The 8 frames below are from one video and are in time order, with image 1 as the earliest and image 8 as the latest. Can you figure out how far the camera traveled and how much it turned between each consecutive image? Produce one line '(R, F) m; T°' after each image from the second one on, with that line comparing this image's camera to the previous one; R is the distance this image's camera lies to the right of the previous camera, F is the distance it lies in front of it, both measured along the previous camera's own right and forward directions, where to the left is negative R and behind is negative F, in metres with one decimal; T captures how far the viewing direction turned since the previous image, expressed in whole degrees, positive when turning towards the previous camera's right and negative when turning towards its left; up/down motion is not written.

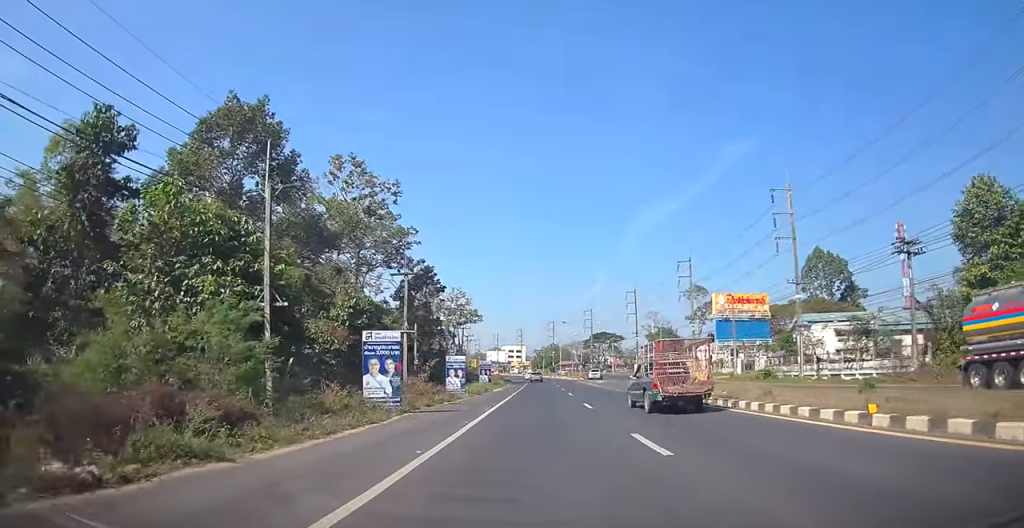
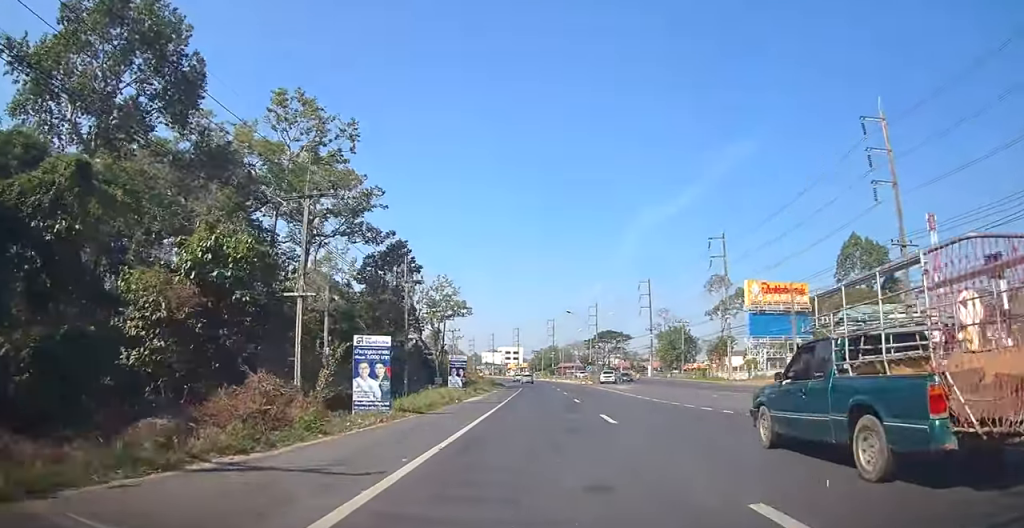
(+0.3, +17.2) m; 0°
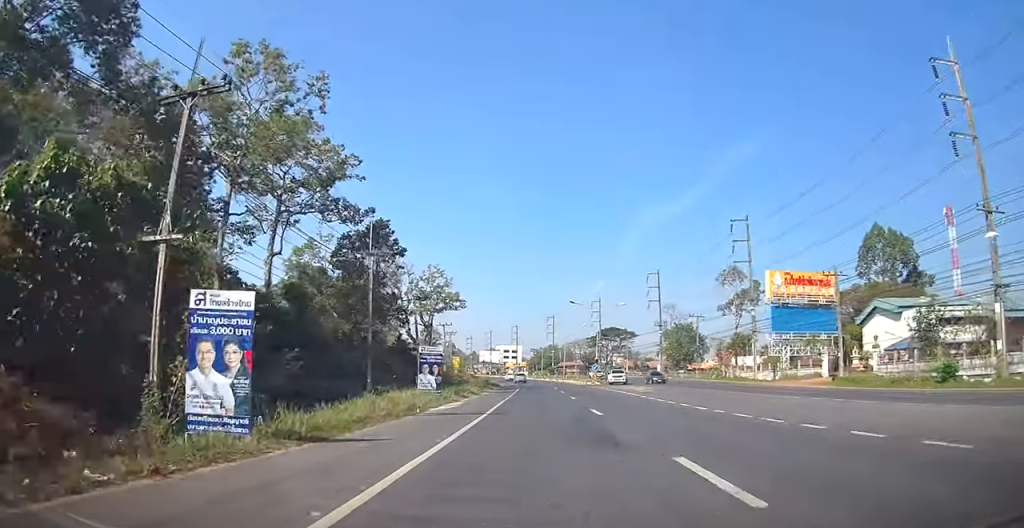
(-0.2, +8.5) m; 0°
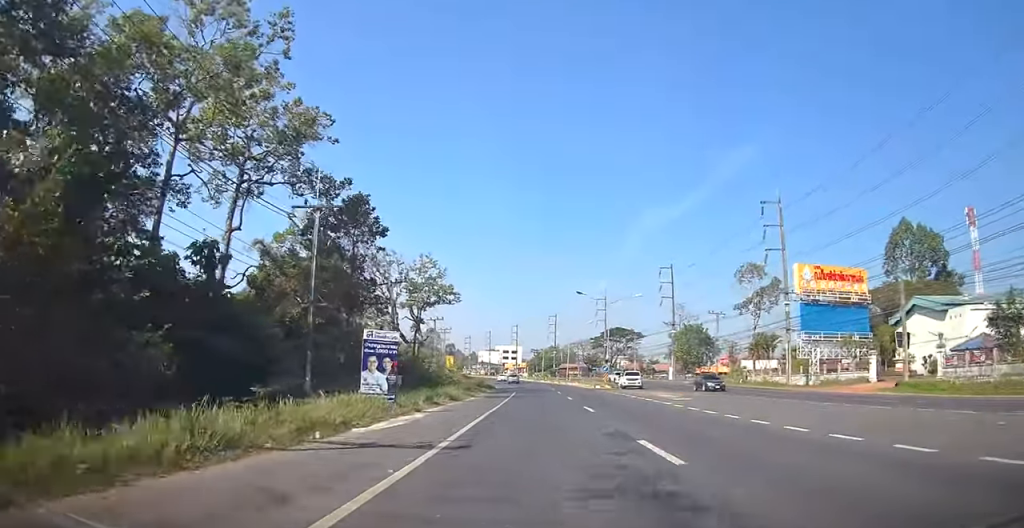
(-0.1, +8.5) m; 0°
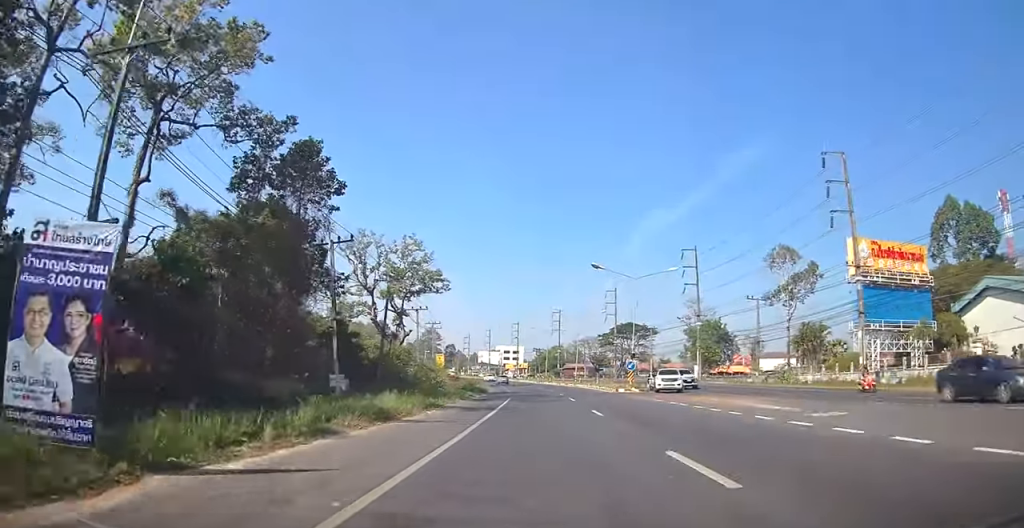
(+0.2, +12.8) m; 0°
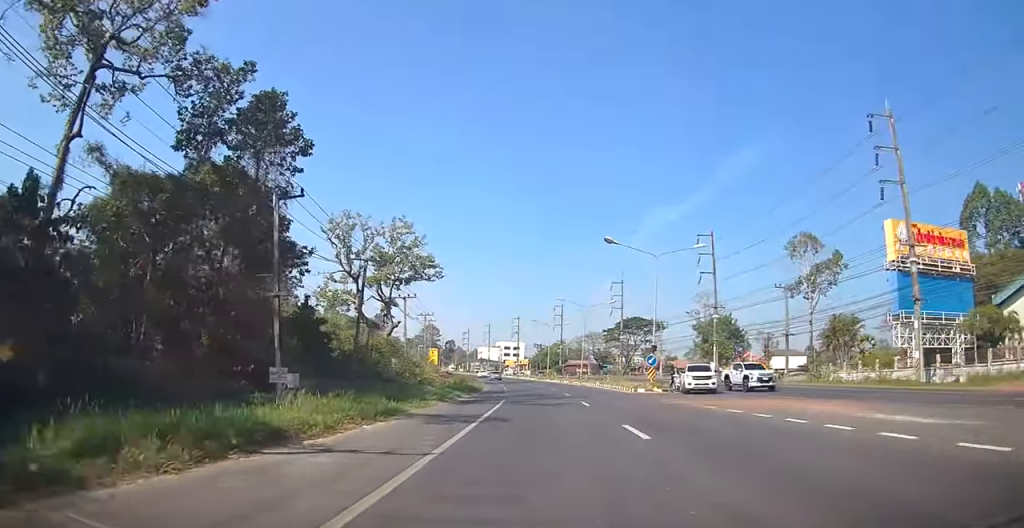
(0.0, +6.9) m; 0°
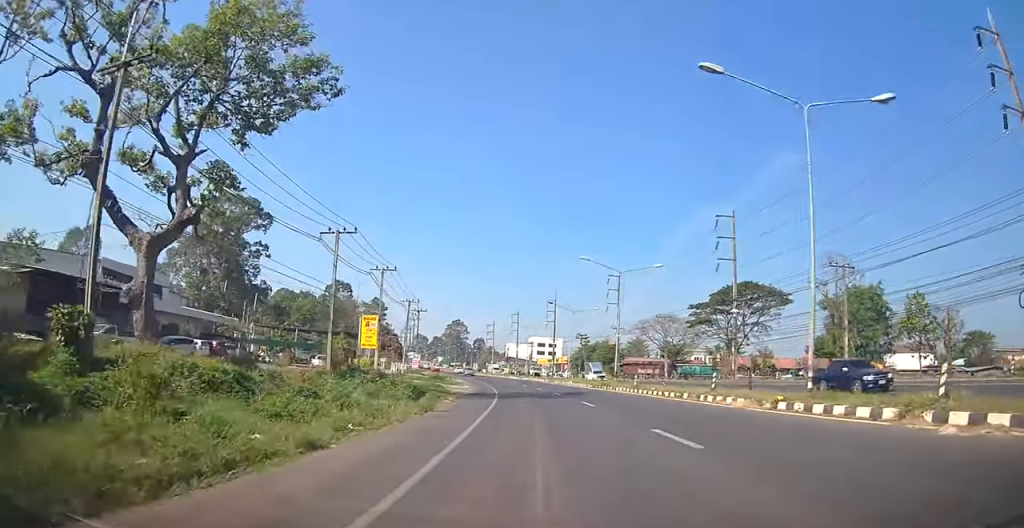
(+0.3, +47.7) m; +1°
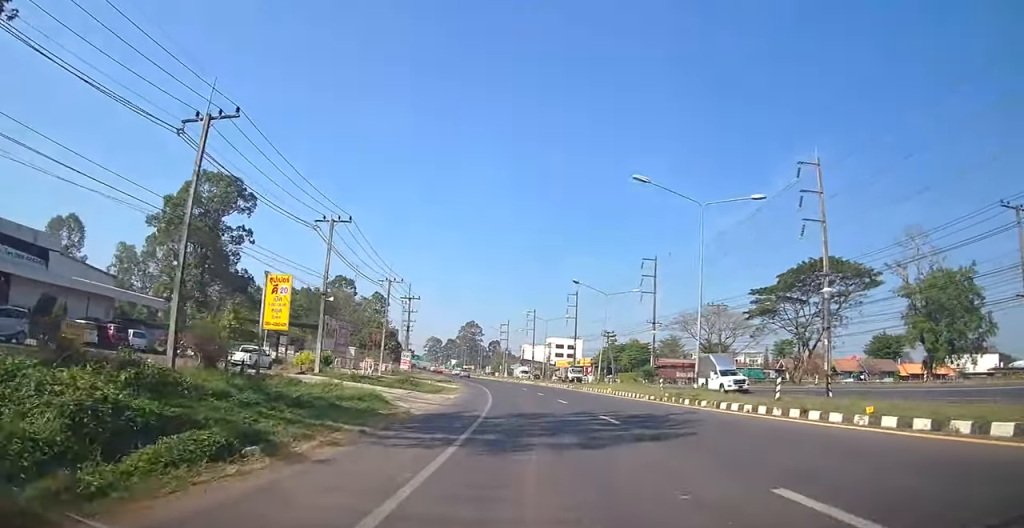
(-0.1, +17.5) m; -1°
